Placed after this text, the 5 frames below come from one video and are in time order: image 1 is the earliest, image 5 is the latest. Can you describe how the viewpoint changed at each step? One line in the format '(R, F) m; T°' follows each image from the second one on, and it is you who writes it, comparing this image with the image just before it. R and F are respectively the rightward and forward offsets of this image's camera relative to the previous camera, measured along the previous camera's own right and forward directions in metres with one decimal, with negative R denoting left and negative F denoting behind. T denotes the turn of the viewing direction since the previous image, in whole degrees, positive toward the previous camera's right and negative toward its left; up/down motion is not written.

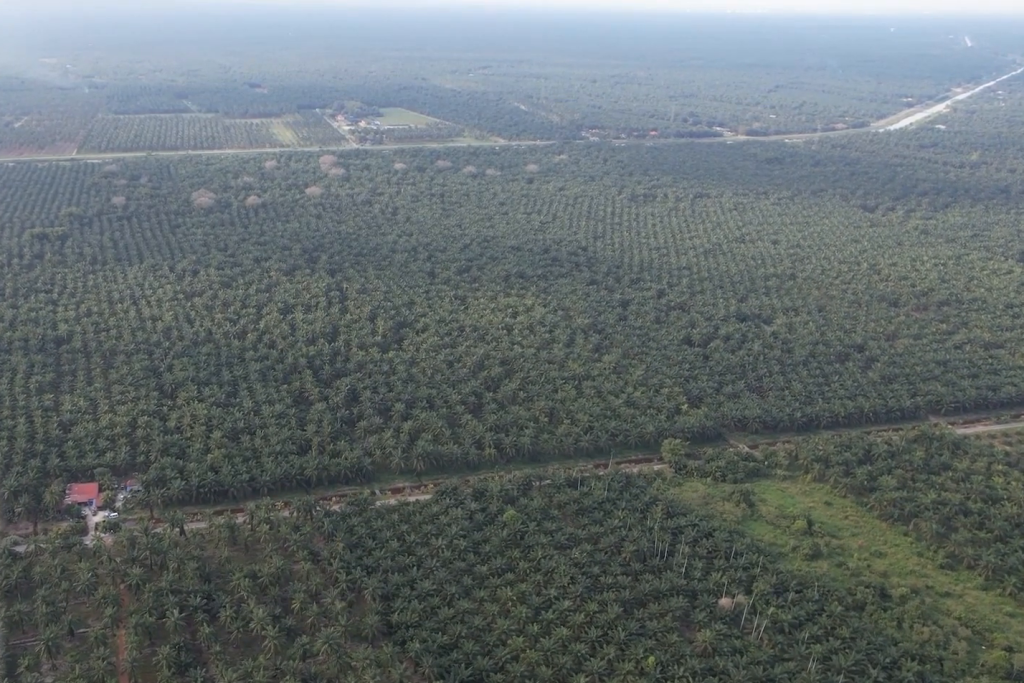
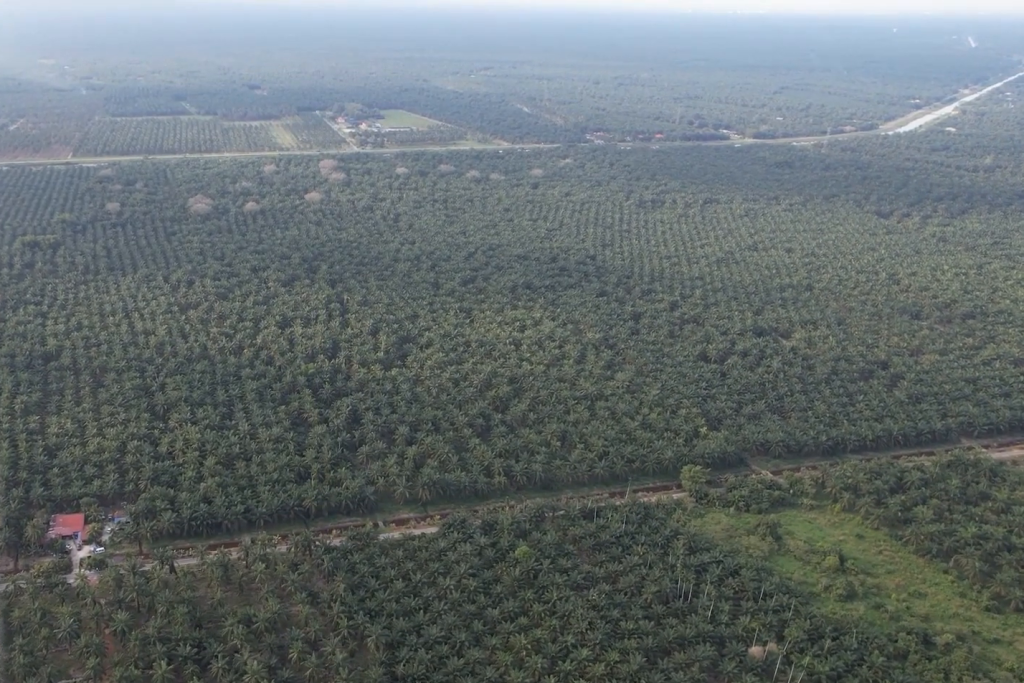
(0.0, +26.2) m; 0°
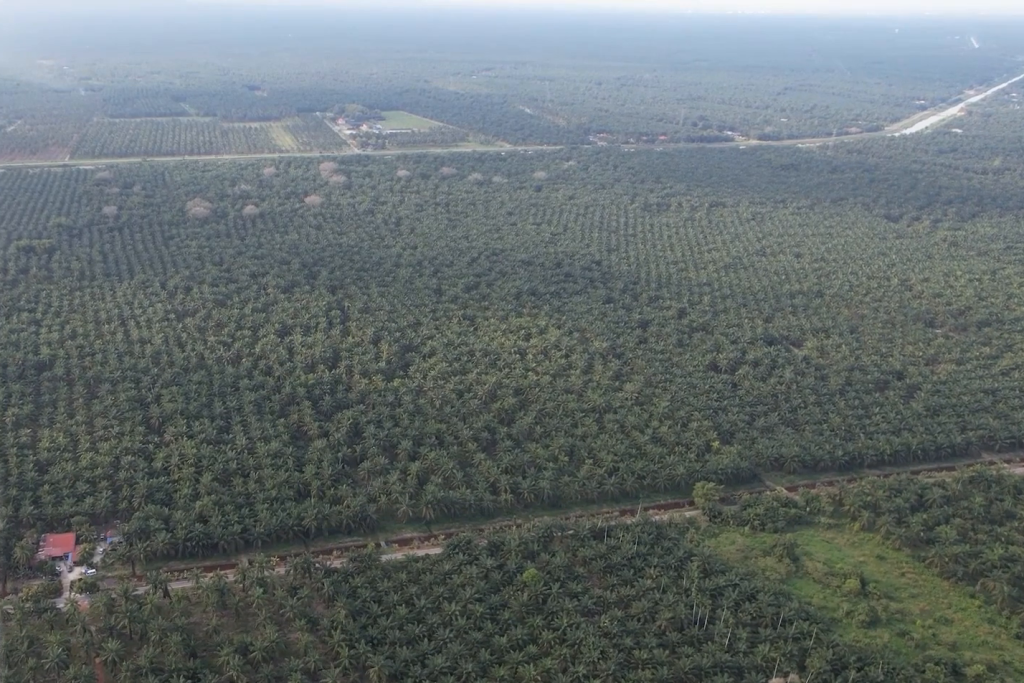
(0.0, +15.4) m; 0°
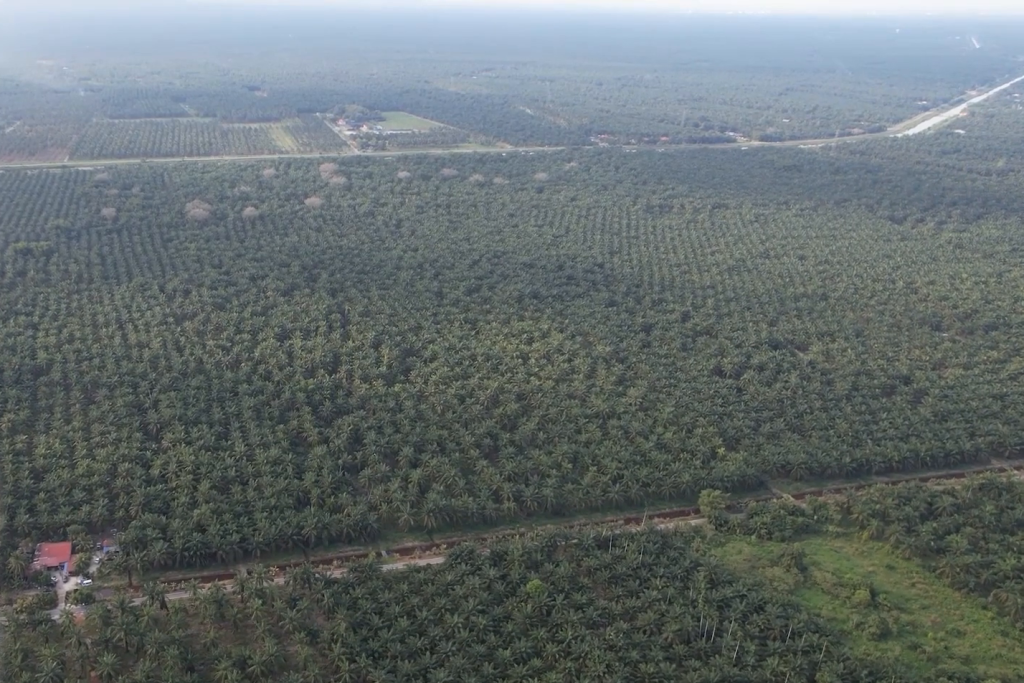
(0.0, +6.5) m; 0°
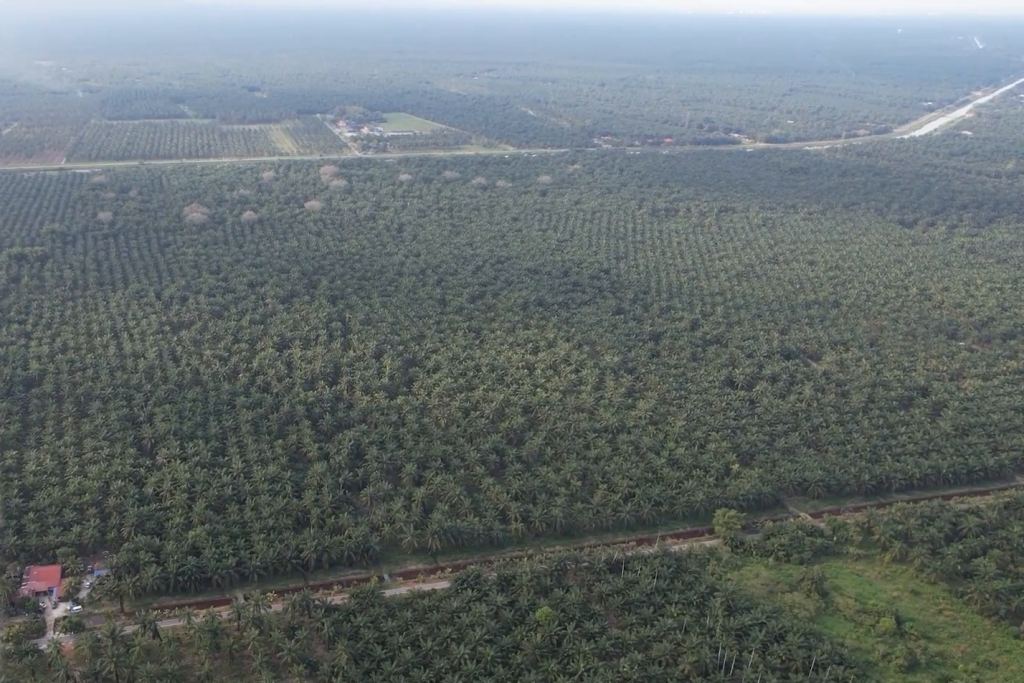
(0.0, +16.0) m; 0°
